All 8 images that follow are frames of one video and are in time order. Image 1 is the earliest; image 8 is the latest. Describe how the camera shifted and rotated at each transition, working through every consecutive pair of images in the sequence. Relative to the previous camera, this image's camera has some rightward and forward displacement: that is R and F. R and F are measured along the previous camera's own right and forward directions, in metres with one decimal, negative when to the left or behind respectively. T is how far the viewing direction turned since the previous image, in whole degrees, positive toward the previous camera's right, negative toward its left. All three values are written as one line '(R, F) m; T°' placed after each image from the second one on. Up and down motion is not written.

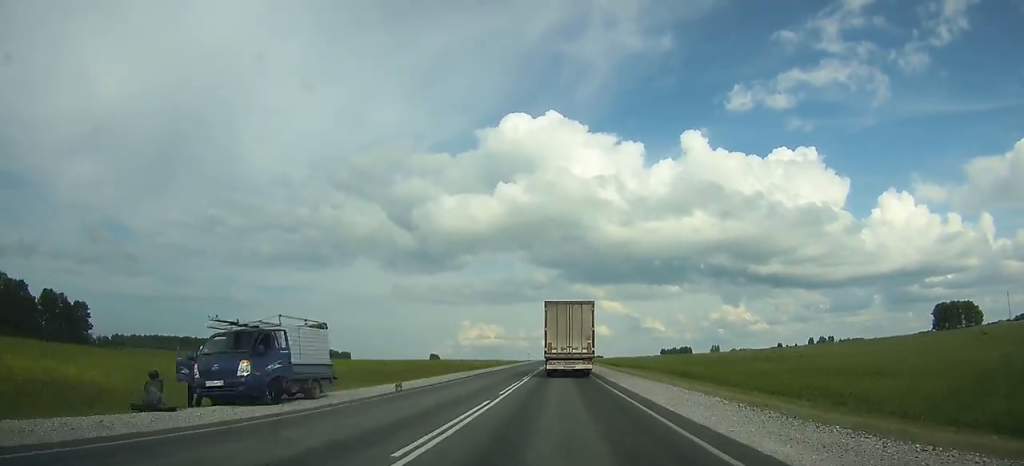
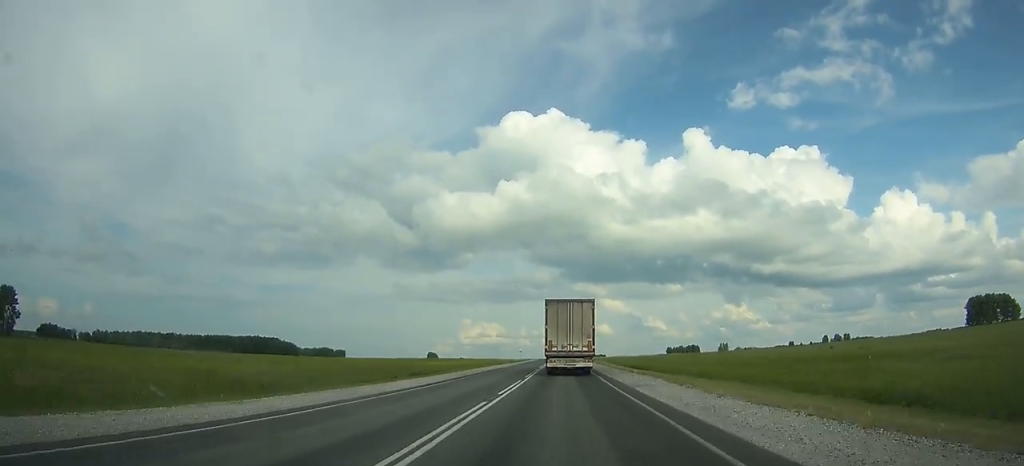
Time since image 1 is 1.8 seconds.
(-0.1, +37.8) m; 0°
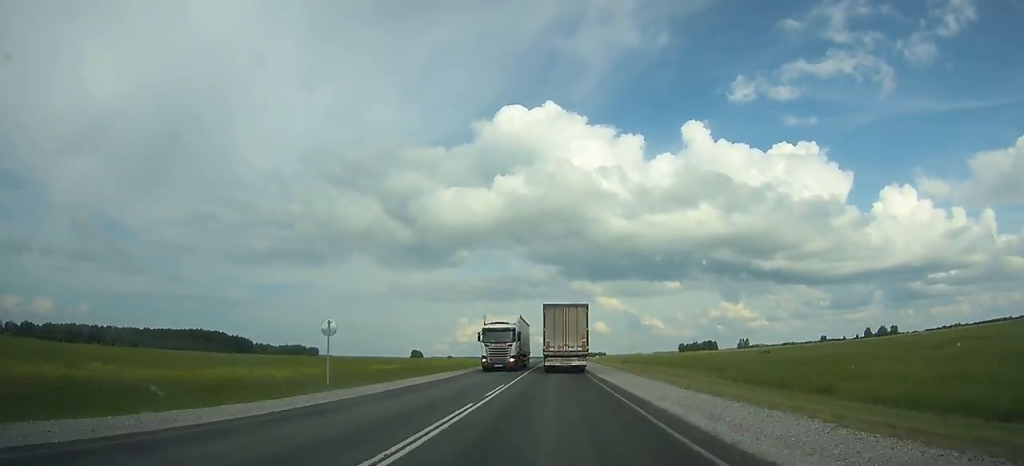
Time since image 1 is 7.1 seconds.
(+0.5, +112.1) m; 0°
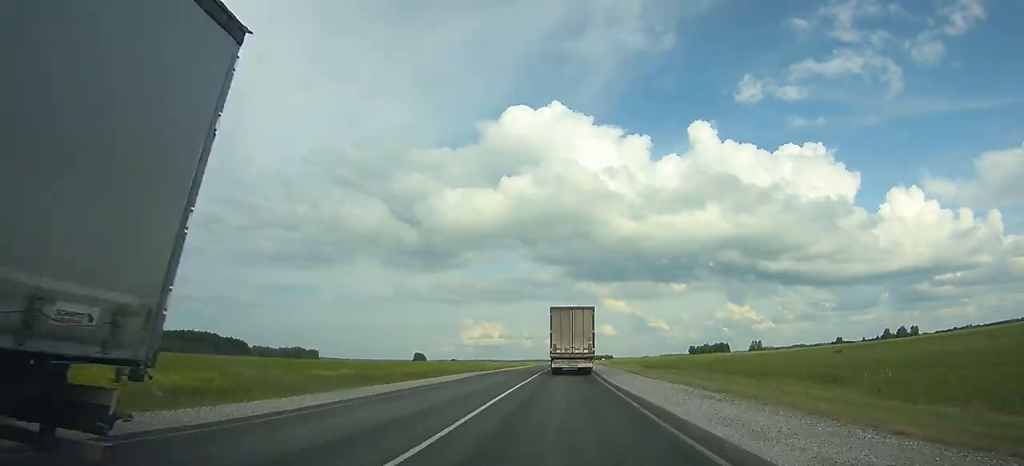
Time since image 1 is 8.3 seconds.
(-0.1, +25.1) m; 0°
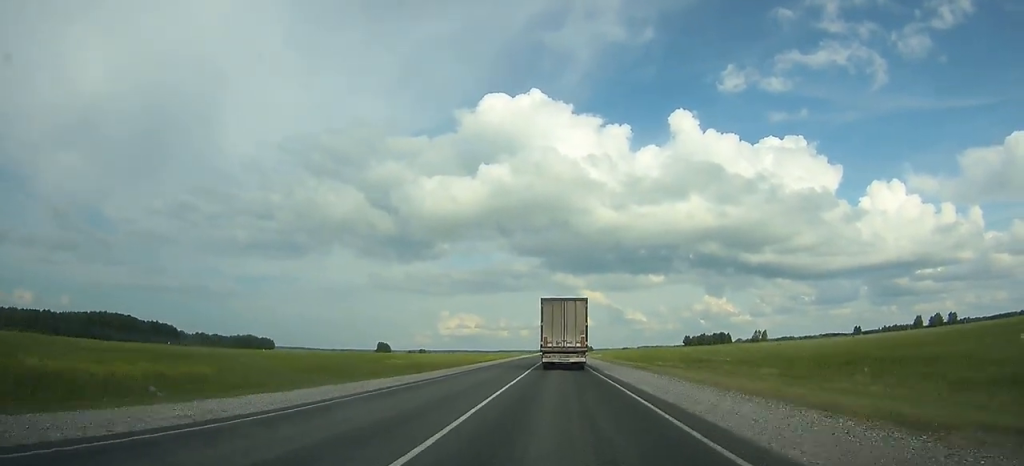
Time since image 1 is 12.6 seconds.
(+0.7, +88.9) m; +1°
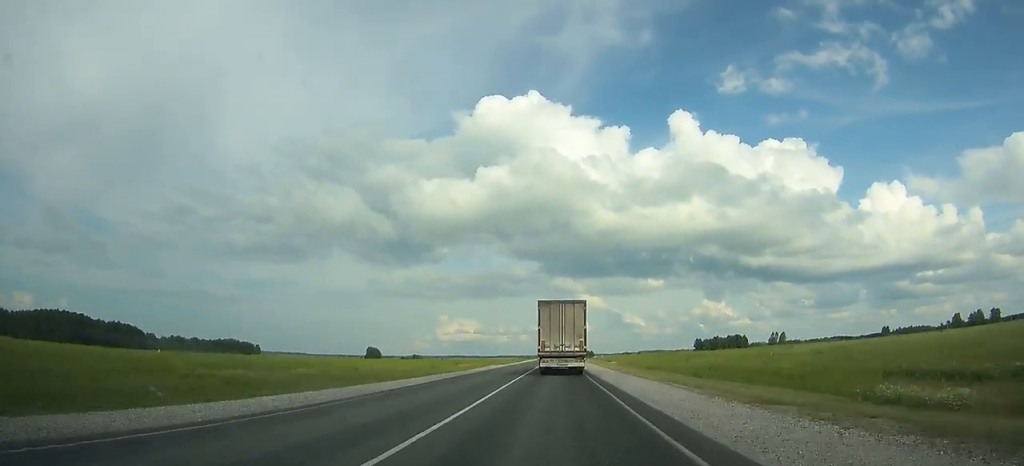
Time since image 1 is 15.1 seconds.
(+0.3, +51.5) m; 0°
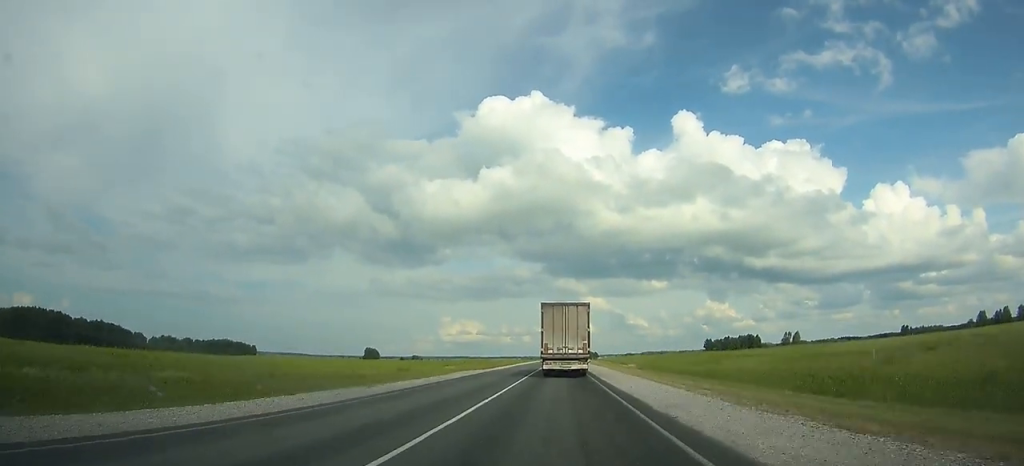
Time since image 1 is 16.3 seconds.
(0.0, +26.0) m; 0°
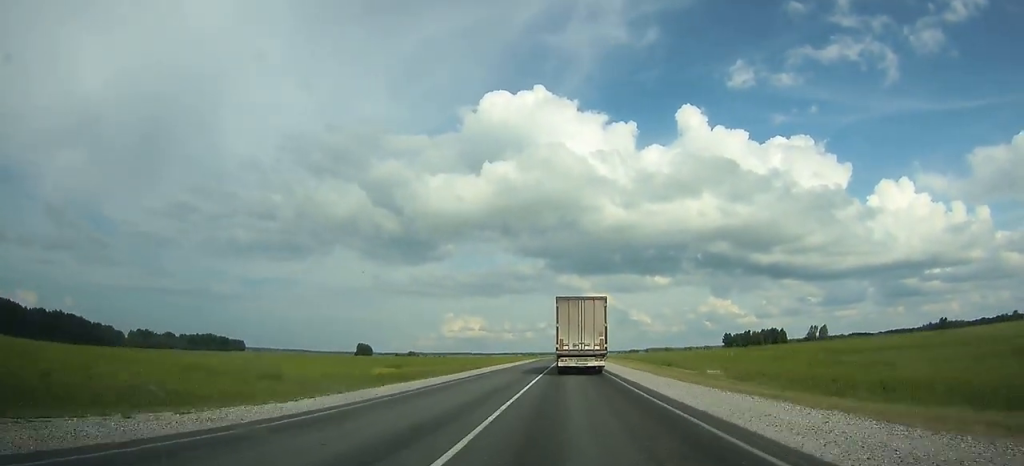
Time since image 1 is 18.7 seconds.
(0.0, +51.9) m; +1°
